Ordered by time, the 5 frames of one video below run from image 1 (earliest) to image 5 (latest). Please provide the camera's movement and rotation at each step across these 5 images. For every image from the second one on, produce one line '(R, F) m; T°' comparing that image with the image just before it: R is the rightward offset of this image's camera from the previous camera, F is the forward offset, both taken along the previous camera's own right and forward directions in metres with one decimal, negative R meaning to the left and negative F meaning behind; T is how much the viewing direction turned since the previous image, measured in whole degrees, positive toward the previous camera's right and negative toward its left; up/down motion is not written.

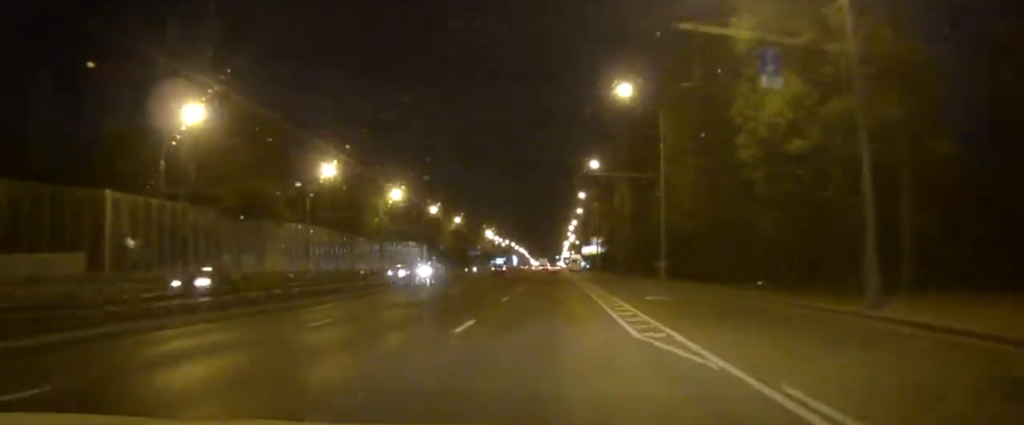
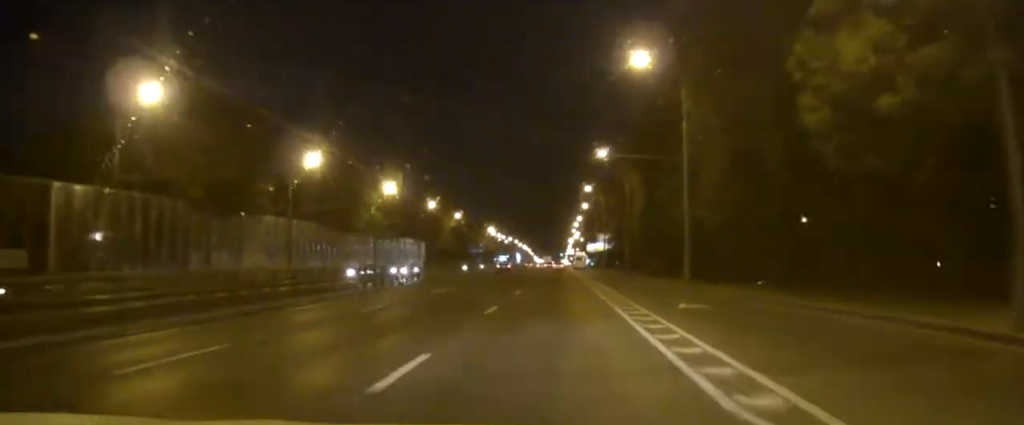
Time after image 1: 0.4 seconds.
(0.0, +7.2) m; 0°
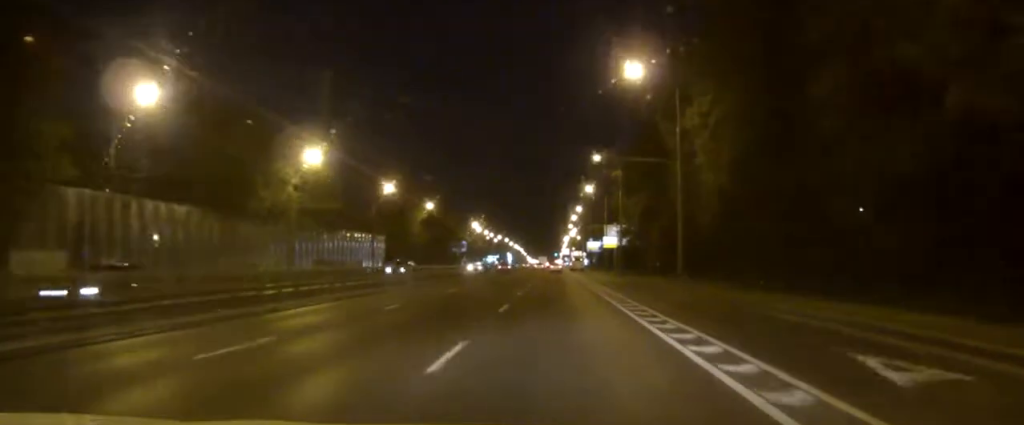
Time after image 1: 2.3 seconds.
(-0.2, +34.4) m; 0°
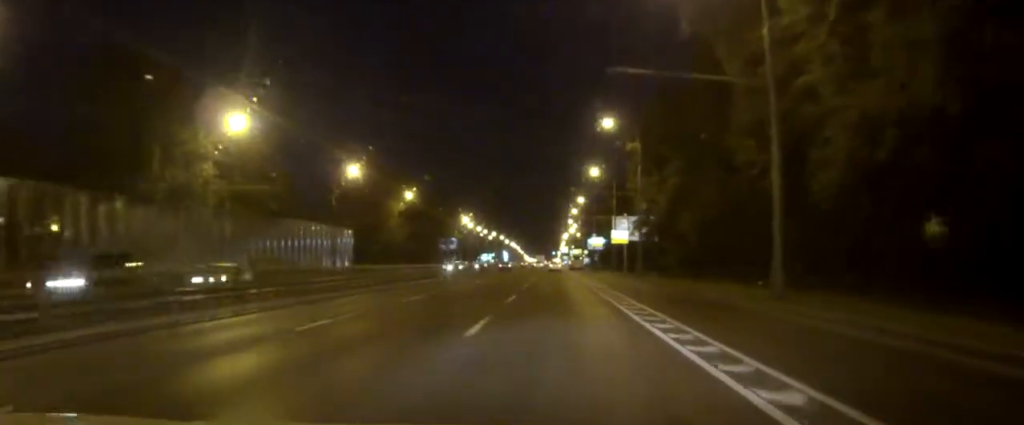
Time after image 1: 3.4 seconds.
(0.0, +19.4) m; 0°
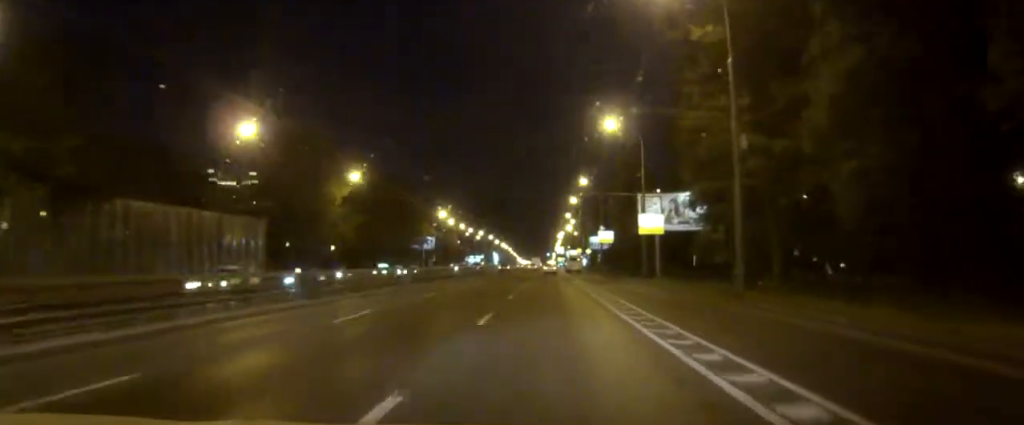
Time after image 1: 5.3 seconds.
(+0.2, +33.1) m; +1°
